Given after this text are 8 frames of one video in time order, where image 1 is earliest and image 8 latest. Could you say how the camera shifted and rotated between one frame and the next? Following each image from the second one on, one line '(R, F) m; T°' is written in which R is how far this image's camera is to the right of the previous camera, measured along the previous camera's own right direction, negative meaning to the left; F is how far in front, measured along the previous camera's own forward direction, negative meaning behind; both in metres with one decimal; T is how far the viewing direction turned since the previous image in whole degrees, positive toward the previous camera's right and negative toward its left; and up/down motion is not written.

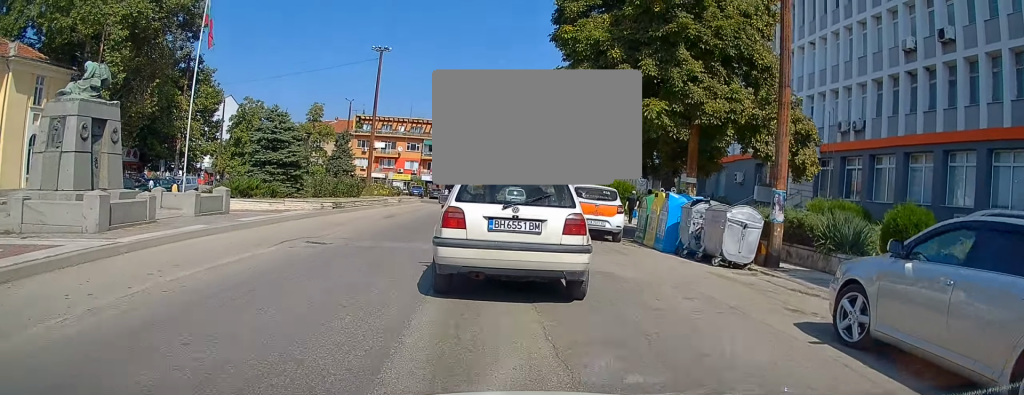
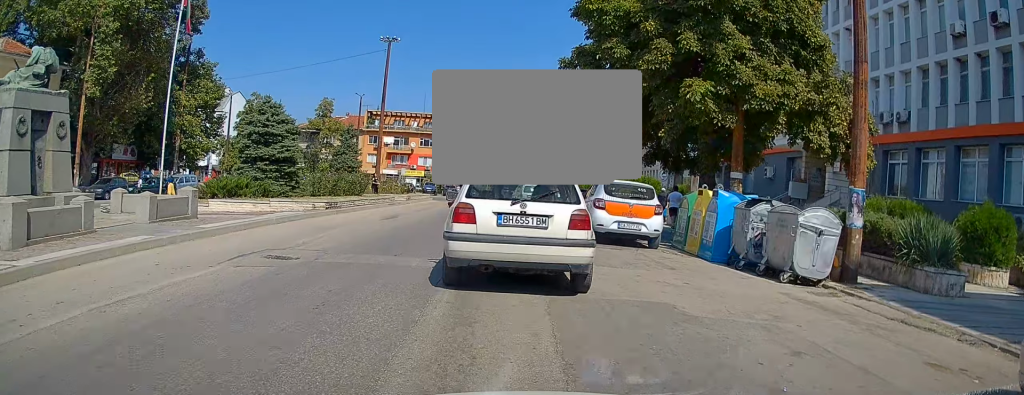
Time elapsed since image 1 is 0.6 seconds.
(0.0, +3.1) m; -2°
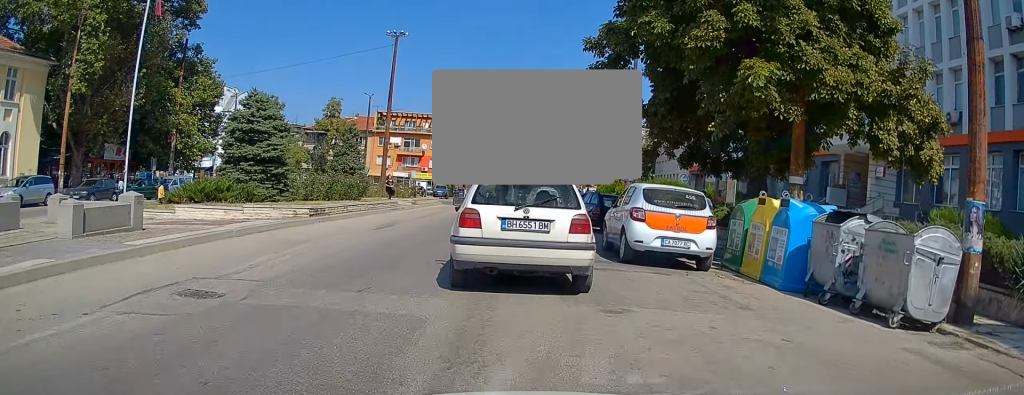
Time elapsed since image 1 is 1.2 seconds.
(-0.1, +3.3) m; -1°
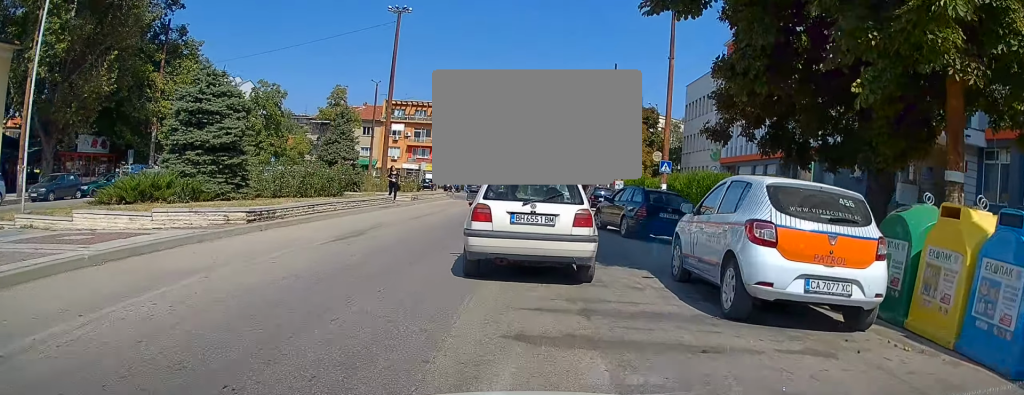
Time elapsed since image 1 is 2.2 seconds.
(-0.1, +5.6) m; 0°
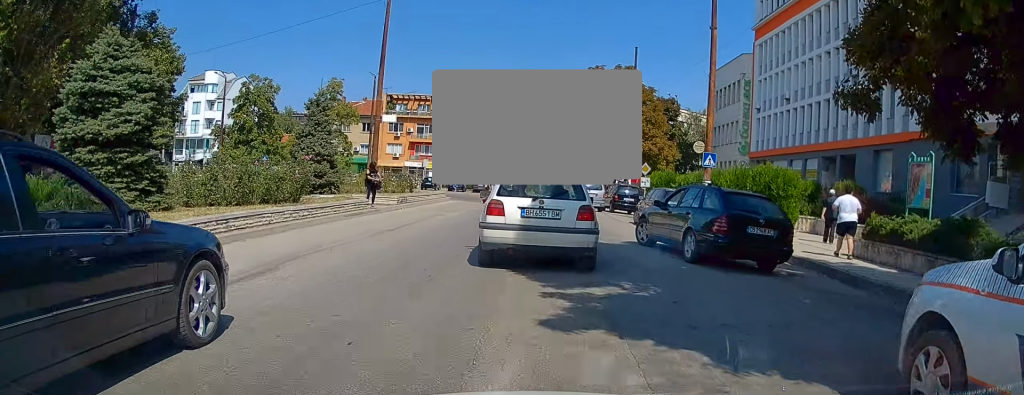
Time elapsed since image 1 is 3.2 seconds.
(0.0, +6.1) m; 0°
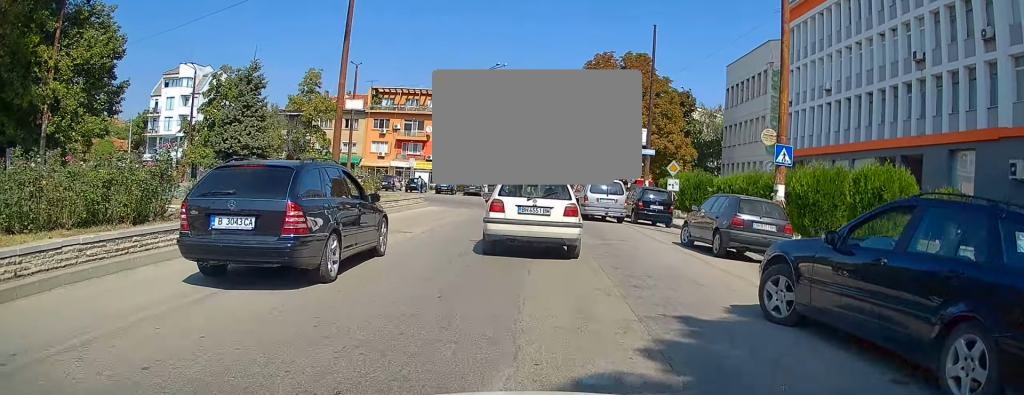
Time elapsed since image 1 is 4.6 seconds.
(+0.1, +7.8) m; +1°
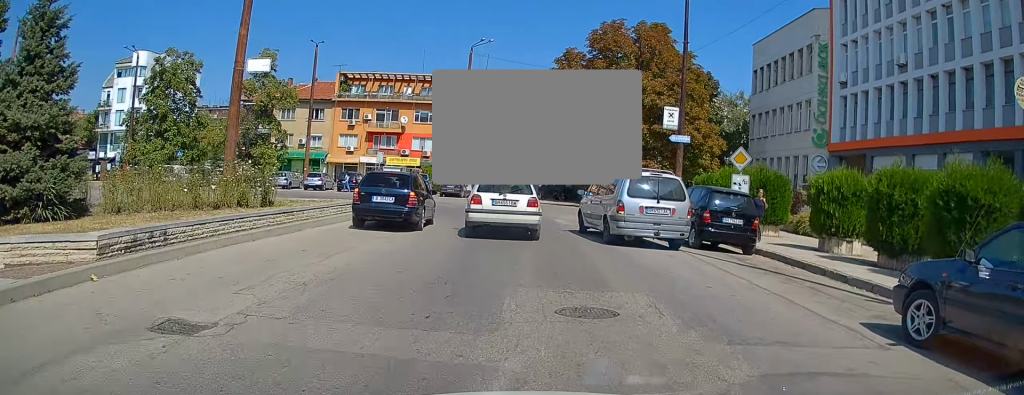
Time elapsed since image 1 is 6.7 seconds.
(0.0, +10.8) m; +1°
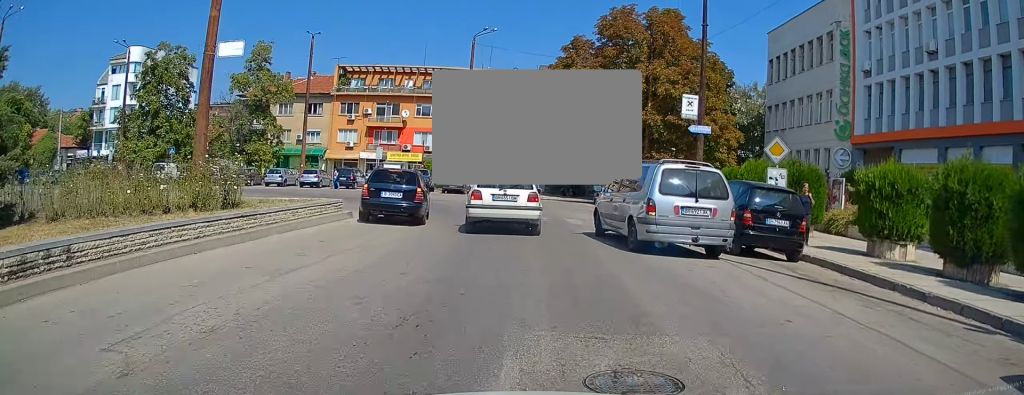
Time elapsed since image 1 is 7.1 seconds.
(0.0, +2.5) m; 0°
